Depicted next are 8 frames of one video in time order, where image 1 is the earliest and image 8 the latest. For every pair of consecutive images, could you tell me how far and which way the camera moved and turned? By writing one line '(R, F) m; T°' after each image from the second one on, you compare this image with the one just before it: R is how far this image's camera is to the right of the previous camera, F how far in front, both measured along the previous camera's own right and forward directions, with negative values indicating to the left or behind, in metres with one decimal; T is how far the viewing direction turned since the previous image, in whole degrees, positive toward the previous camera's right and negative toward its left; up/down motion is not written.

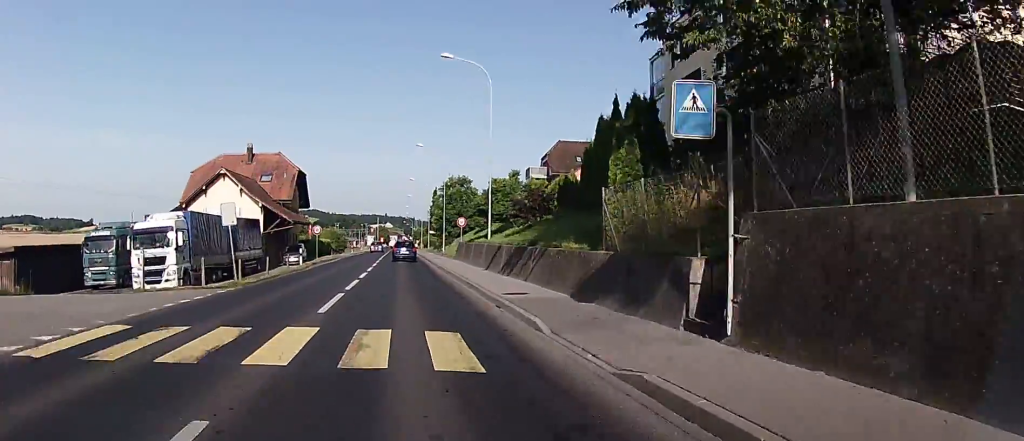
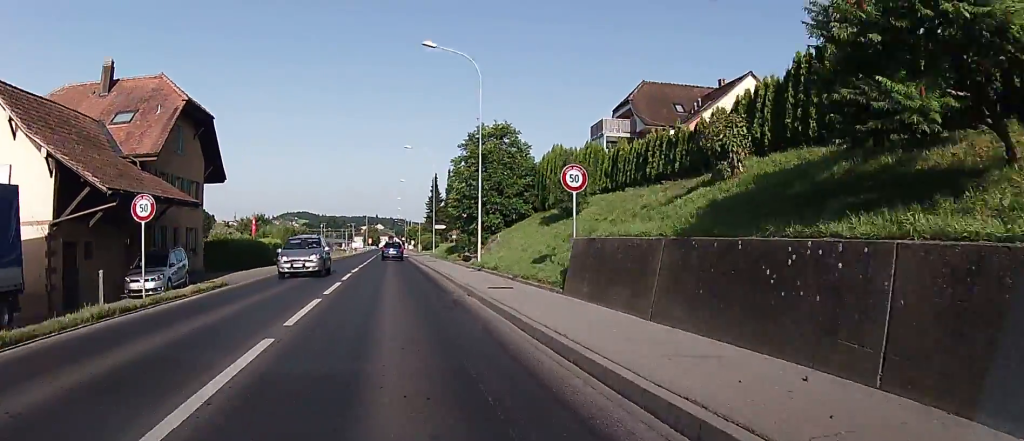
(-0.1, +32.3) m; 0°
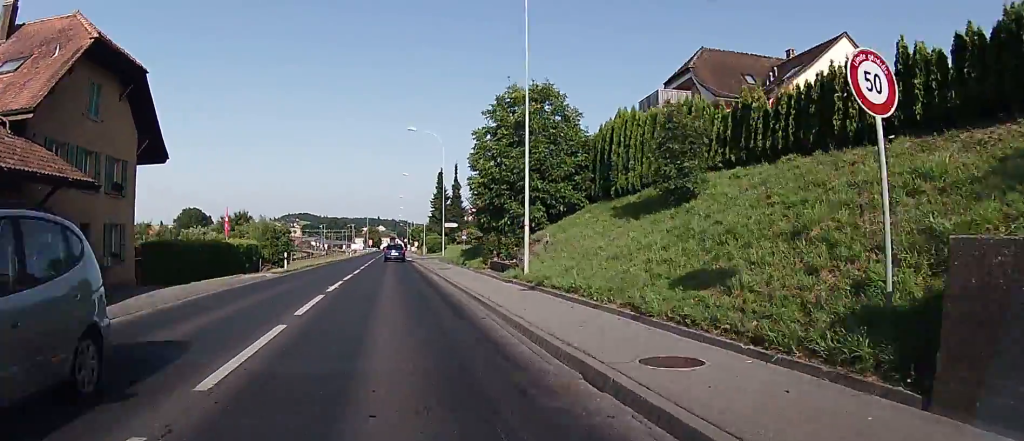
(0.0, +10.5) m; 0°
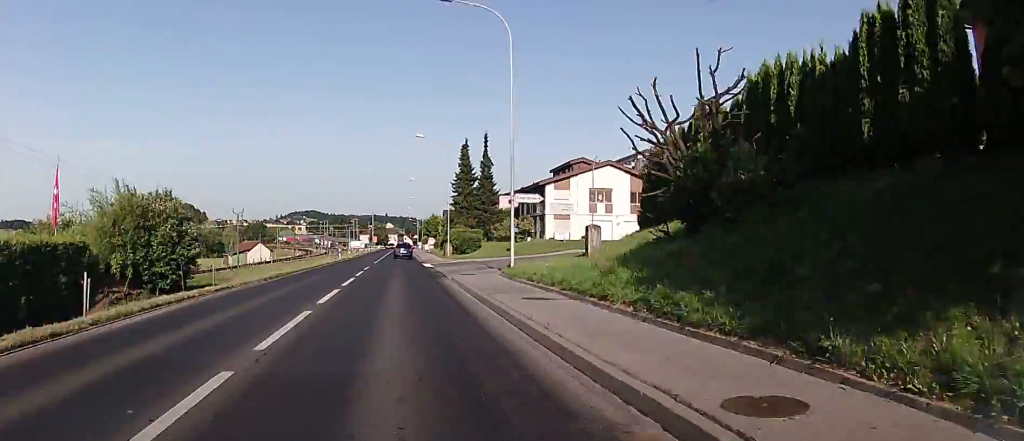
(0.0, +28.0) m; +2°
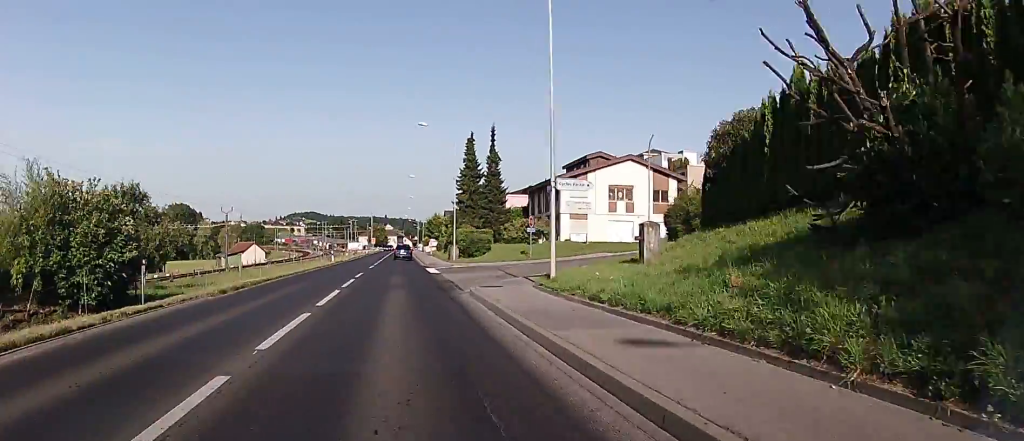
(0.0, +6.2) m; 0°
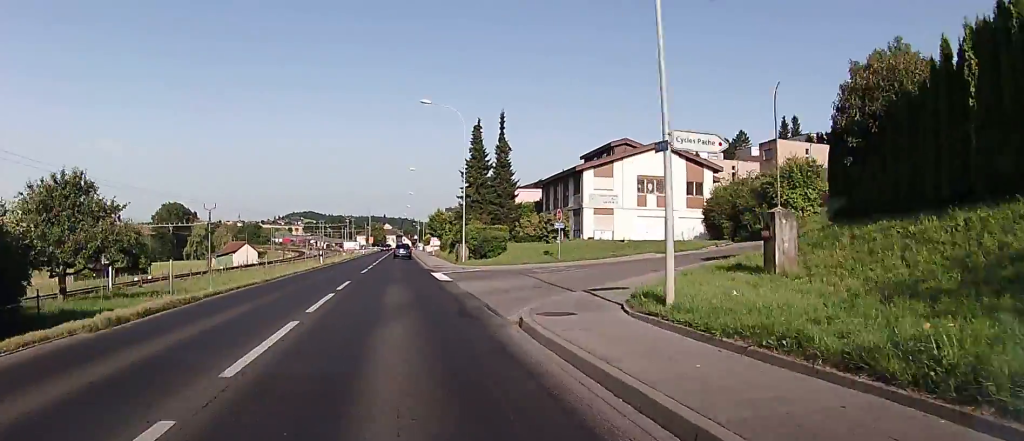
(+0.3, +7.5) m; 0°
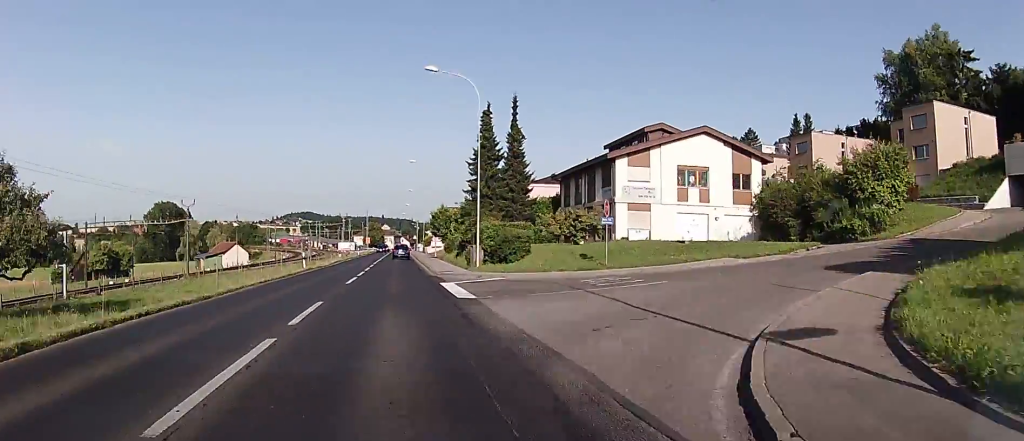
(0.0, +8.0) m; -1°
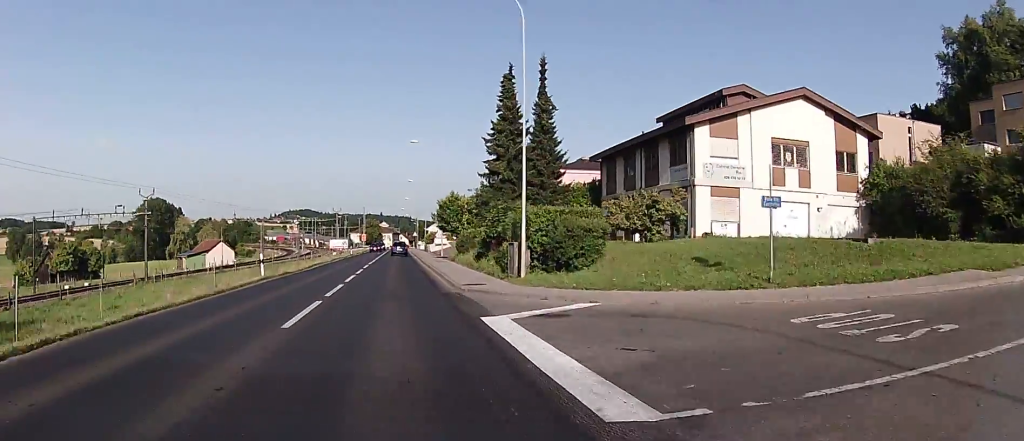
(-0.3, +12.2) m; -1°
